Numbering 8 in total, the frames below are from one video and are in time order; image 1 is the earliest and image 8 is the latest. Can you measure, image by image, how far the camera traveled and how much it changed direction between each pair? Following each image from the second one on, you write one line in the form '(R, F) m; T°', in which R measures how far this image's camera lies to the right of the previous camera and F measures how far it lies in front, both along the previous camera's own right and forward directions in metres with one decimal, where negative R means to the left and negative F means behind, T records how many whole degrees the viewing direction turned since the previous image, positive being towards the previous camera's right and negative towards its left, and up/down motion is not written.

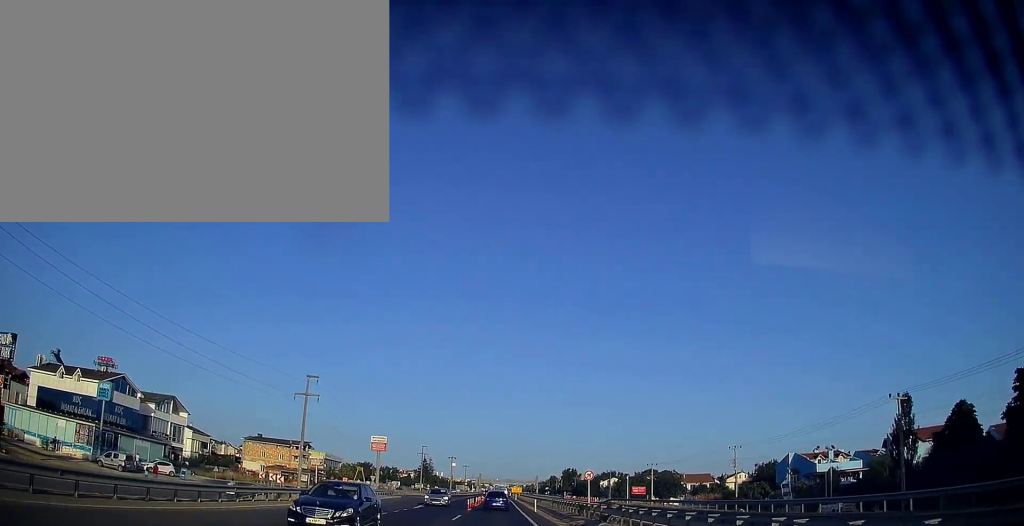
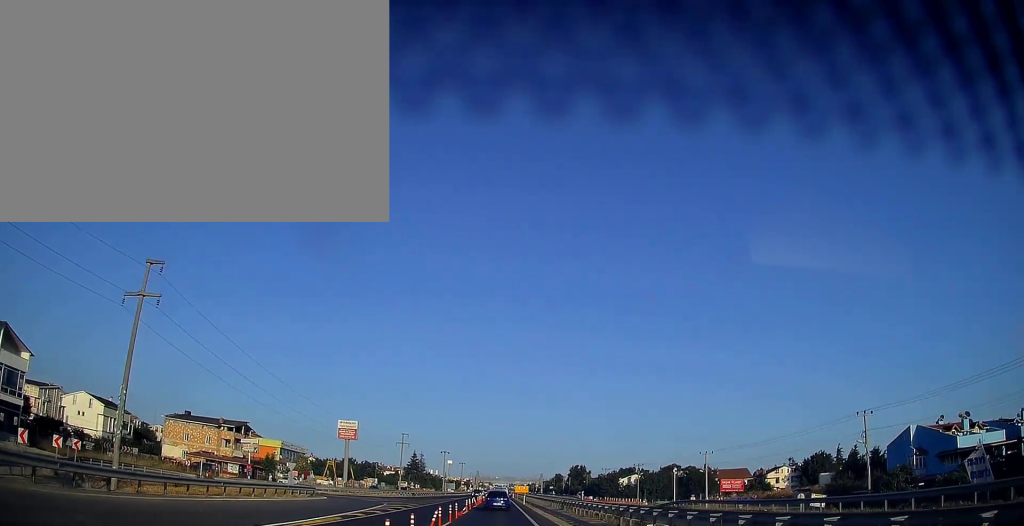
(-0.1, +34.3) m; 0°
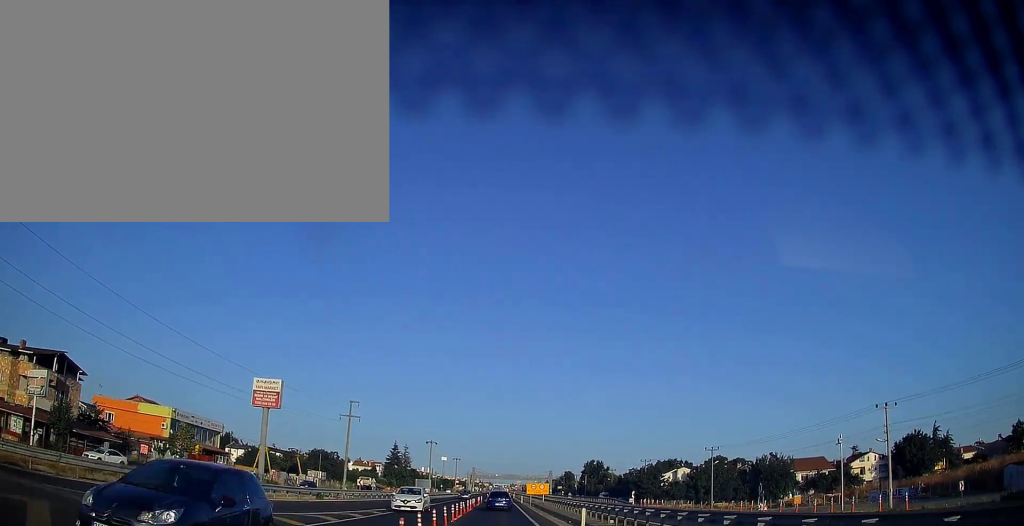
(0.0, +47.3) m; 0°
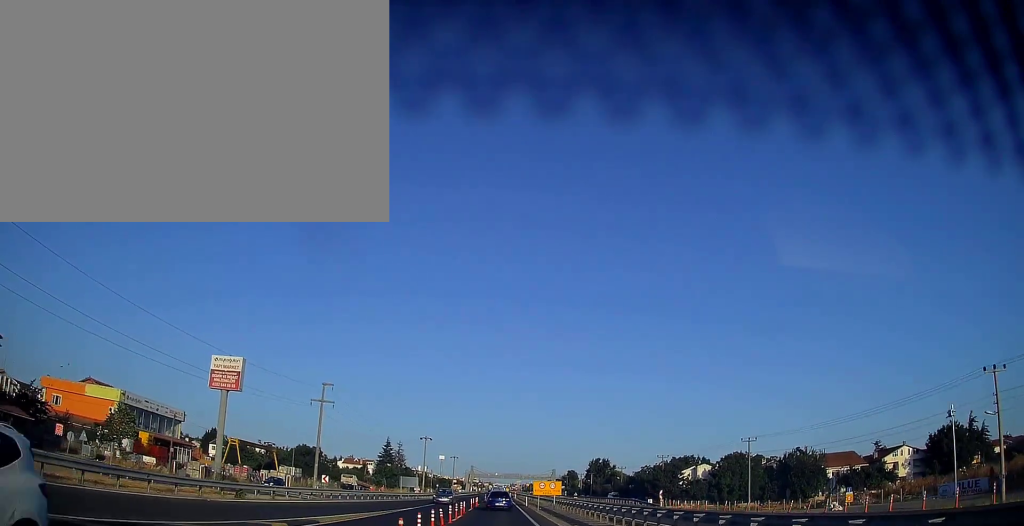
(0.0, +13.7) m; 0°
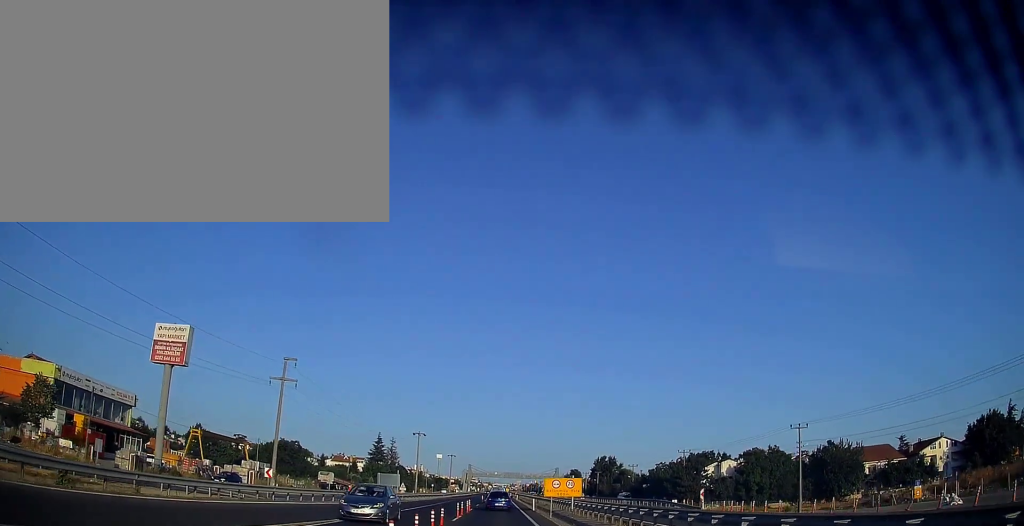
(0.0, +13.6) m; 0°
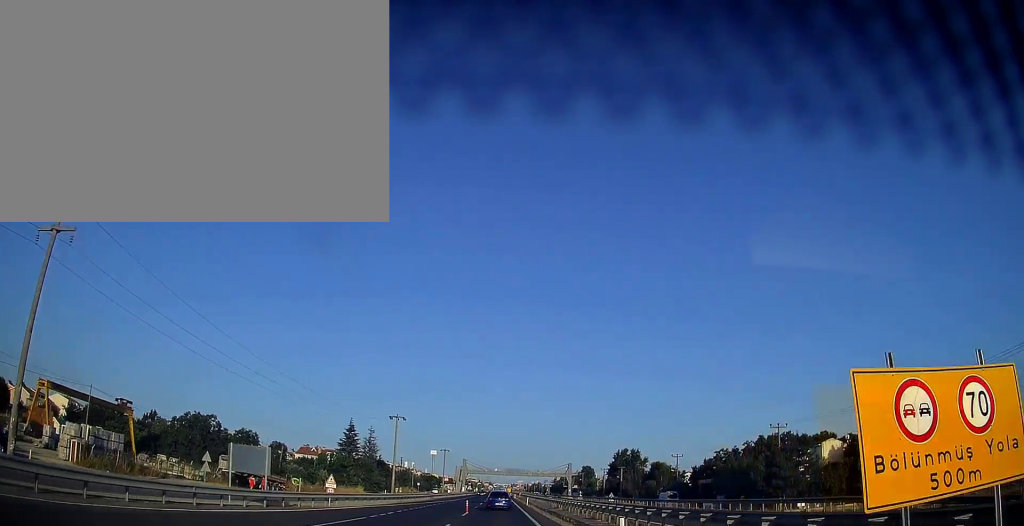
(0.0, +35.2) m; 0°
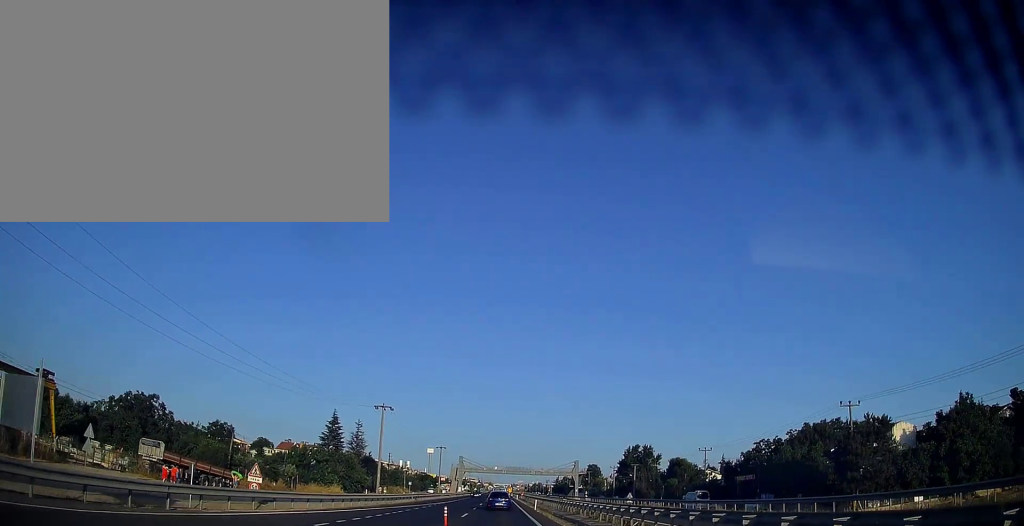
(+0.1, +15.0) m; 0°
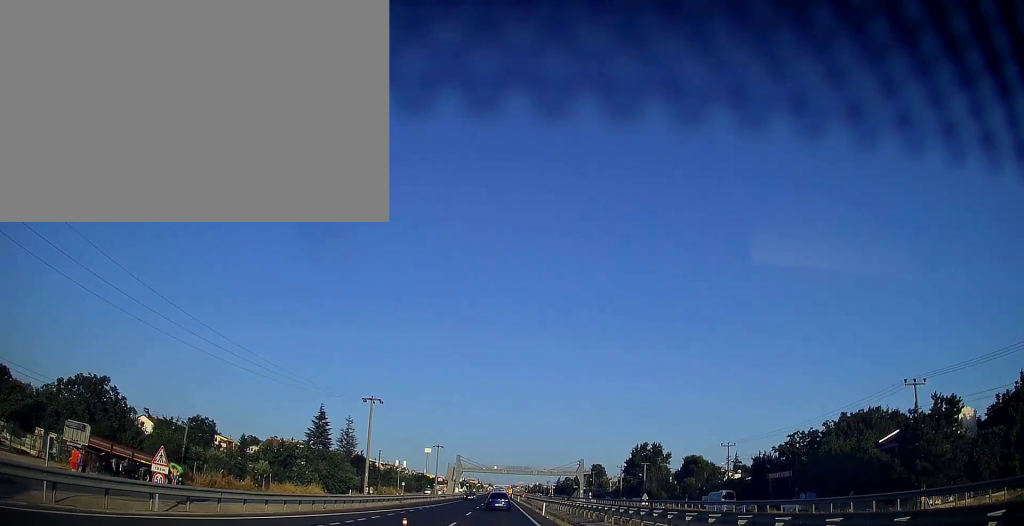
(+0.1, +9.7) m; 0°
